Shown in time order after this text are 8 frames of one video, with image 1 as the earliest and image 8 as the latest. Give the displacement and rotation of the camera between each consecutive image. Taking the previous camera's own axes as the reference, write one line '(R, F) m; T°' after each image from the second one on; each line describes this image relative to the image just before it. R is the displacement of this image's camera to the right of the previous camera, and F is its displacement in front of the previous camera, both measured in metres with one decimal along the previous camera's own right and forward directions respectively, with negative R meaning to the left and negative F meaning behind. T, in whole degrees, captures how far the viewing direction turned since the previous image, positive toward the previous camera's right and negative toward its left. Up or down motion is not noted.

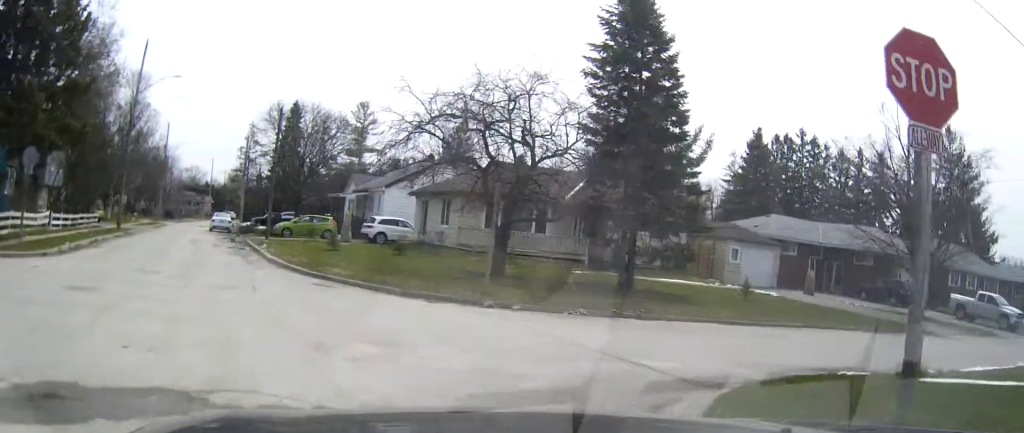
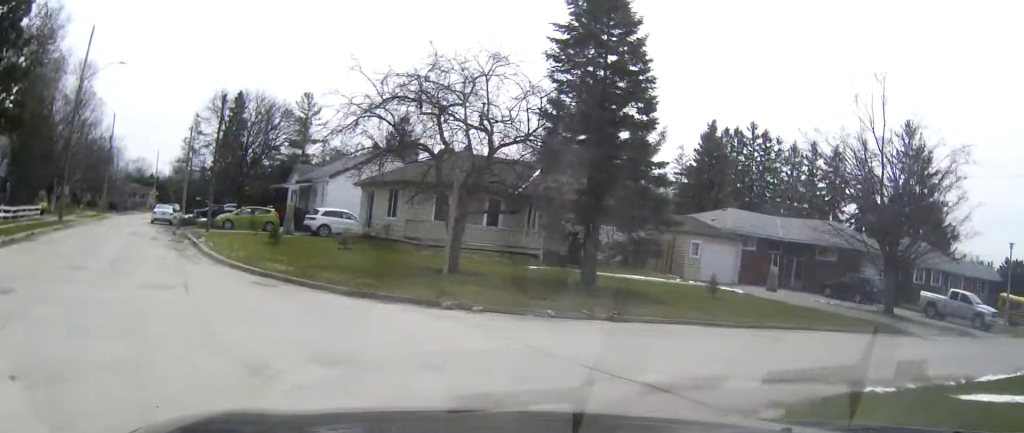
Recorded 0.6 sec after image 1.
(+0.3, +2.1) m; +9°
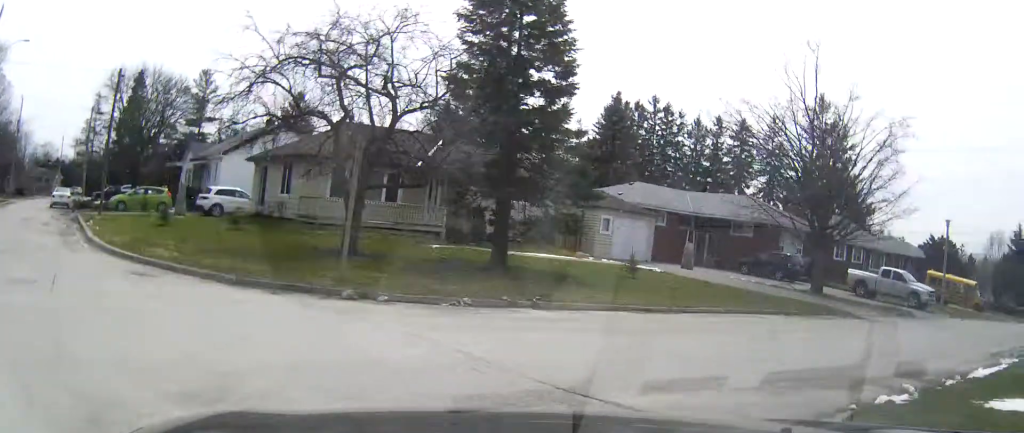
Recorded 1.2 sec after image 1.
(+0.2, +2.4) m; +11°
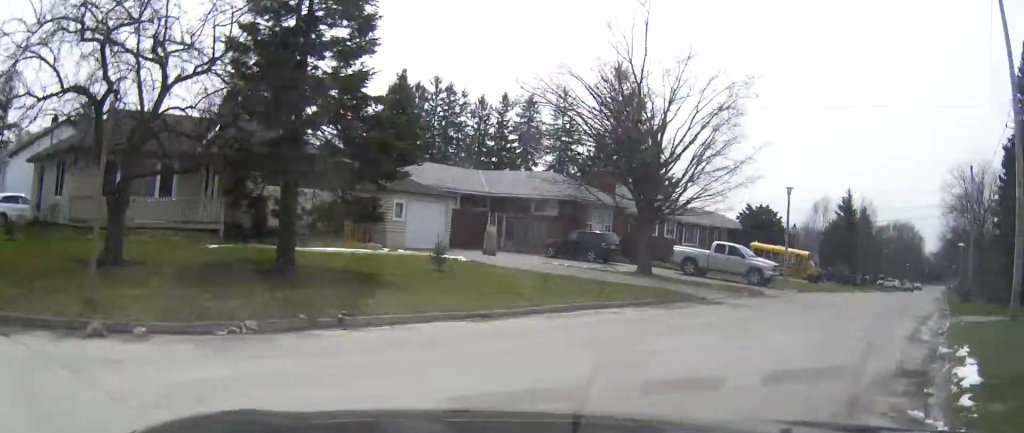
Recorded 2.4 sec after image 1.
(+0.7, +3.8) m; +23°
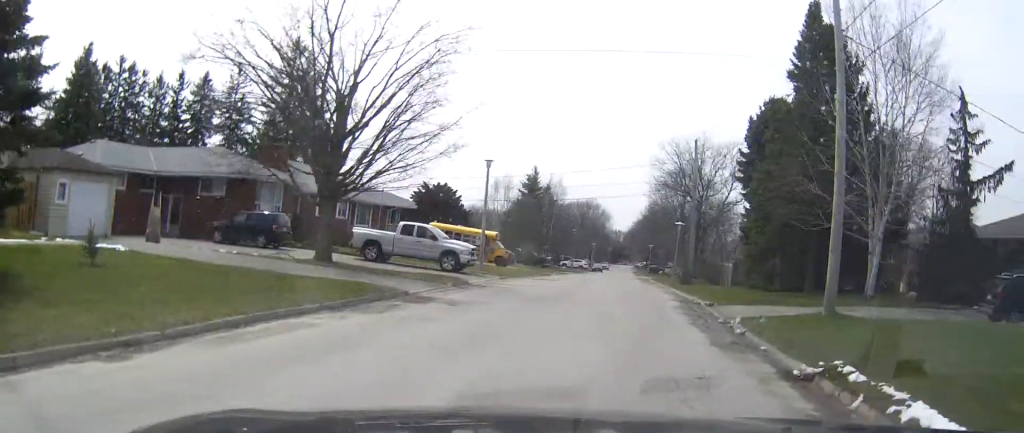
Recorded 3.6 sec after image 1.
(+1.1, +4.1) m; +25°
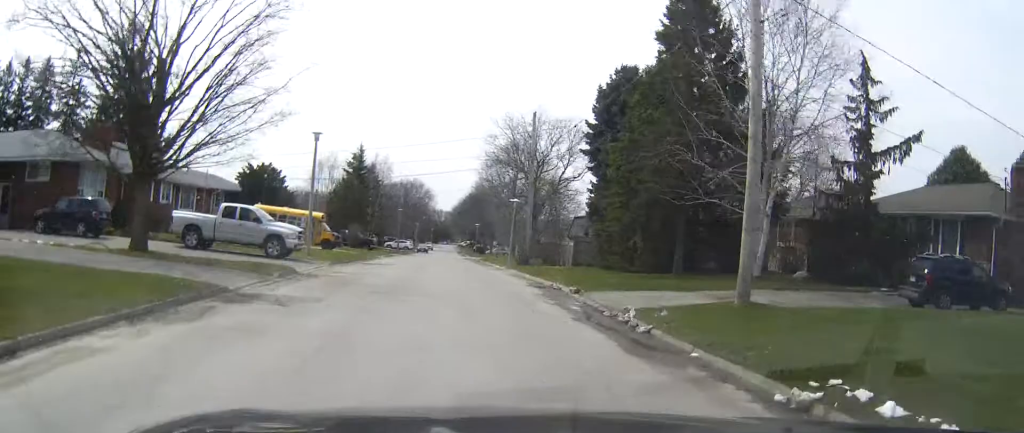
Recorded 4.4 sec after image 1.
(+0.3, +3.0) m; +9°
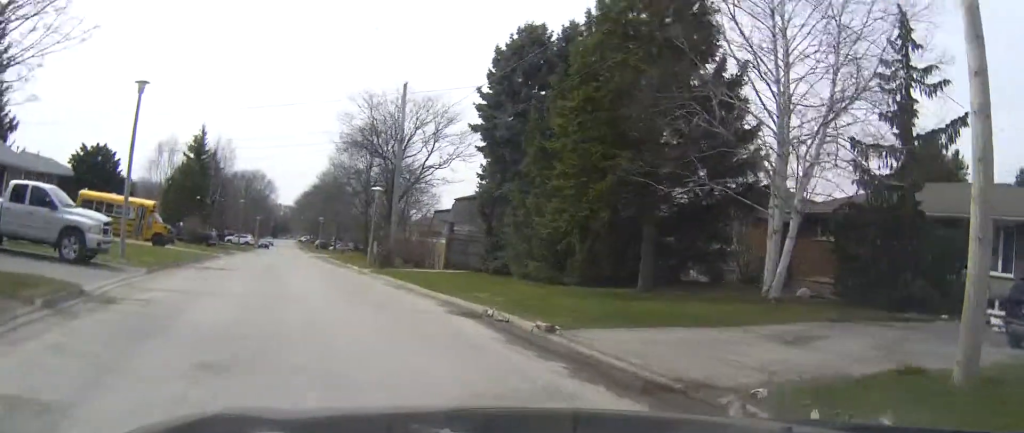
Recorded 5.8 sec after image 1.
(+0.7, +7.3) m; +9°
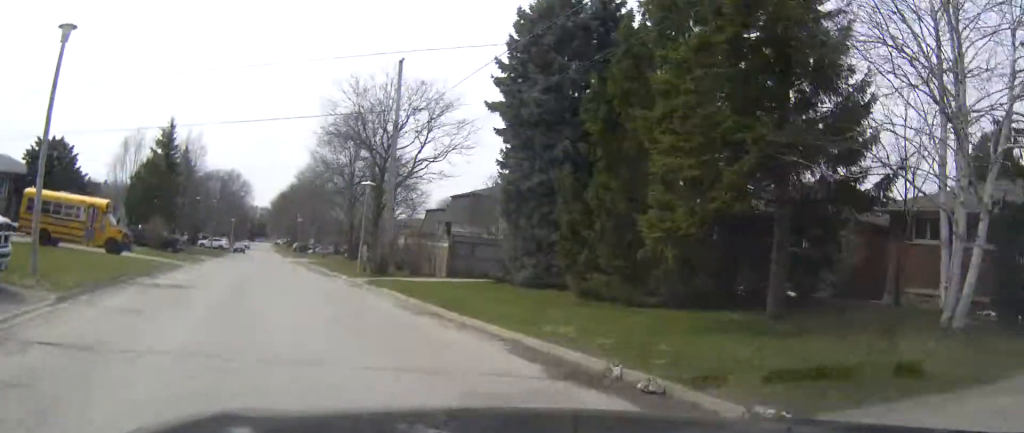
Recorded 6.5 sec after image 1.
(+0.2, +5.4) m; +2°
